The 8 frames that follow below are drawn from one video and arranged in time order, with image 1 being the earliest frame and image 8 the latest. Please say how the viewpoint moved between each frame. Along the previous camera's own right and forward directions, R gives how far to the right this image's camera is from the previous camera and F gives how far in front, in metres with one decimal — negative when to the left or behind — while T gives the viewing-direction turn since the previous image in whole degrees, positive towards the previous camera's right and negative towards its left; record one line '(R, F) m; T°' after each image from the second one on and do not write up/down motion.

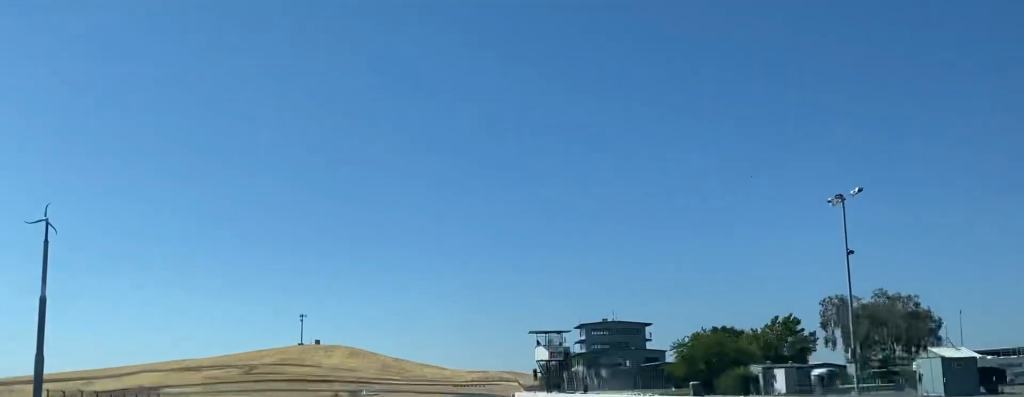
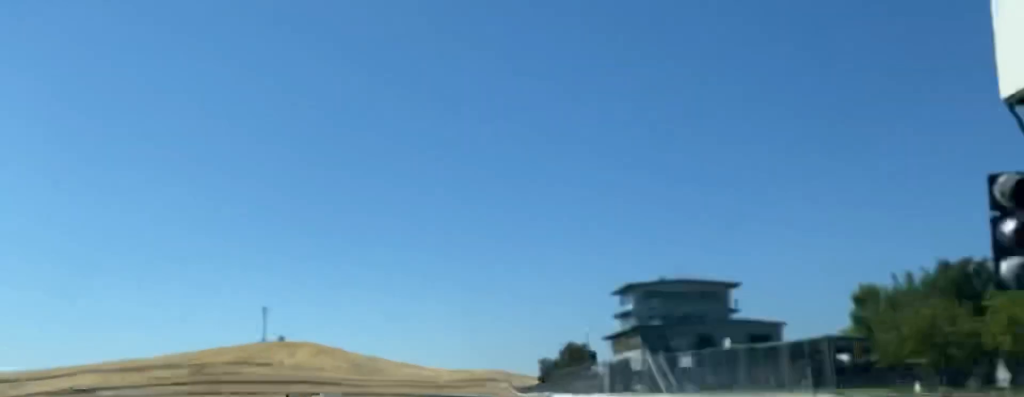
(+1.0, +63.9) m; +2°
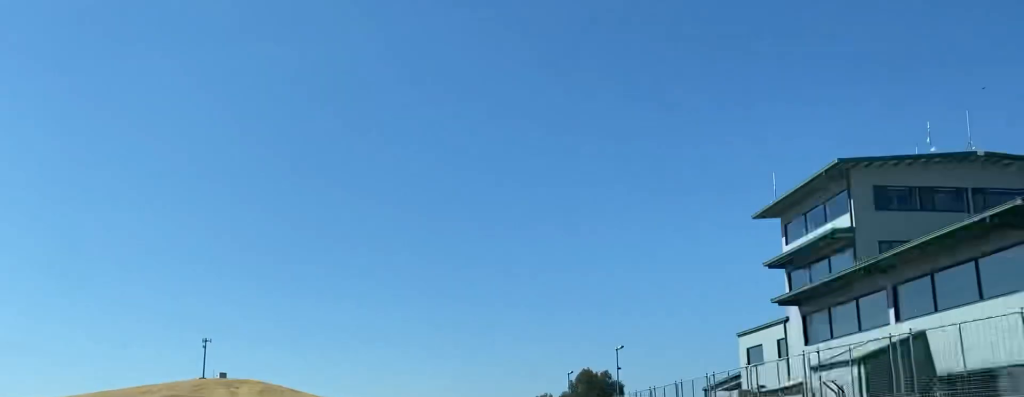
(+0.7, +58.1) m; 0°
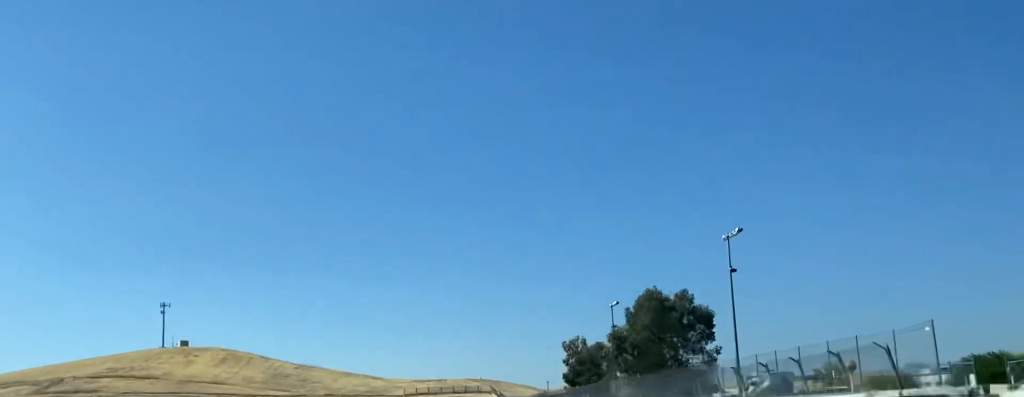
(-1.2, +54.6) m; -3°
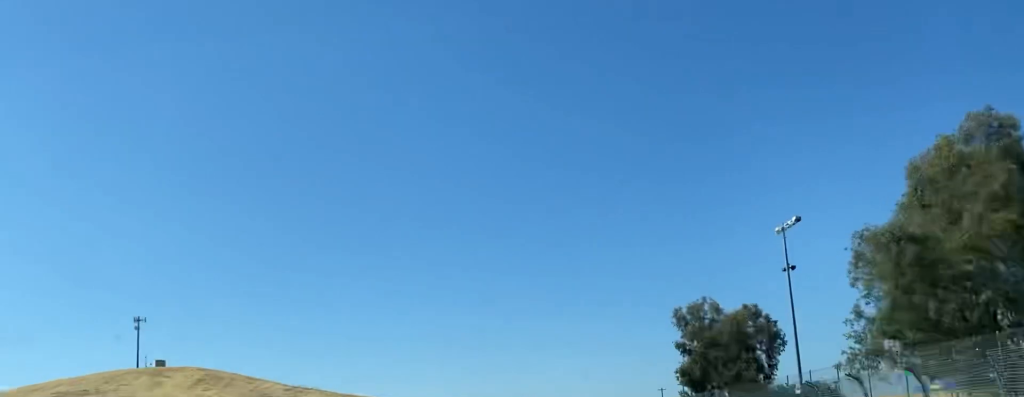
(-1.7, +51.4) m; -9°
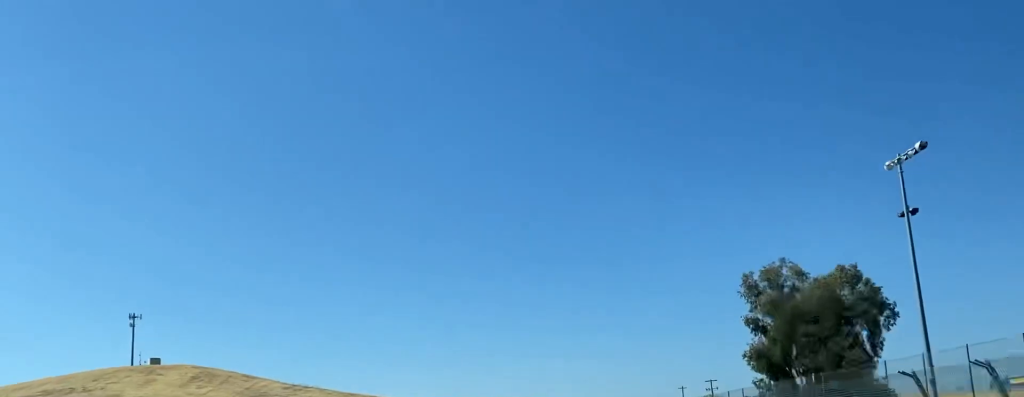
(+1.1, +14.6) m; -5°
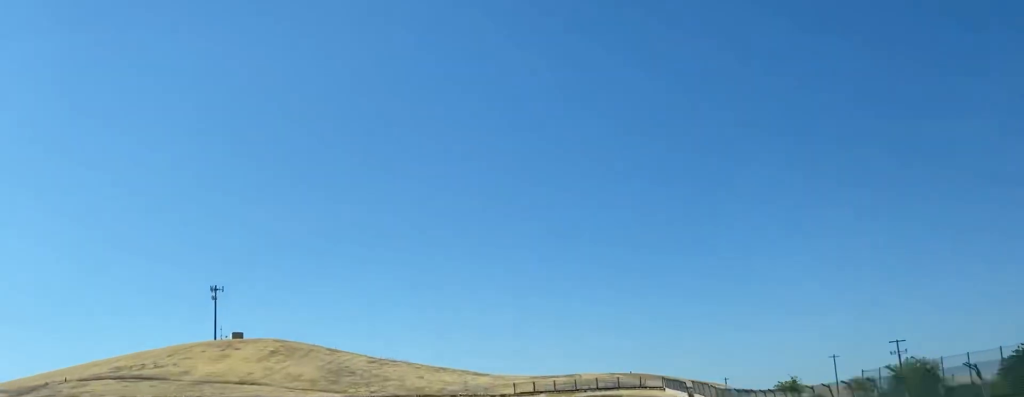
(-5.4, +30.8) m; -23°
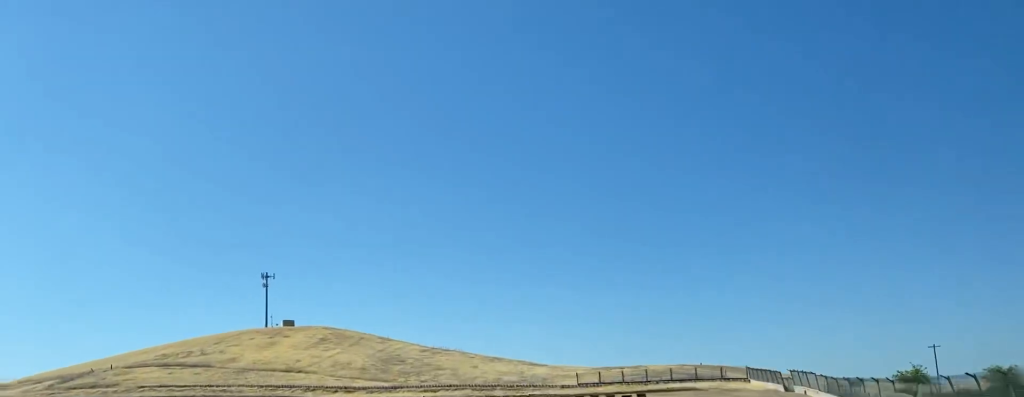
(-2.4, +15.0) m; -10°
